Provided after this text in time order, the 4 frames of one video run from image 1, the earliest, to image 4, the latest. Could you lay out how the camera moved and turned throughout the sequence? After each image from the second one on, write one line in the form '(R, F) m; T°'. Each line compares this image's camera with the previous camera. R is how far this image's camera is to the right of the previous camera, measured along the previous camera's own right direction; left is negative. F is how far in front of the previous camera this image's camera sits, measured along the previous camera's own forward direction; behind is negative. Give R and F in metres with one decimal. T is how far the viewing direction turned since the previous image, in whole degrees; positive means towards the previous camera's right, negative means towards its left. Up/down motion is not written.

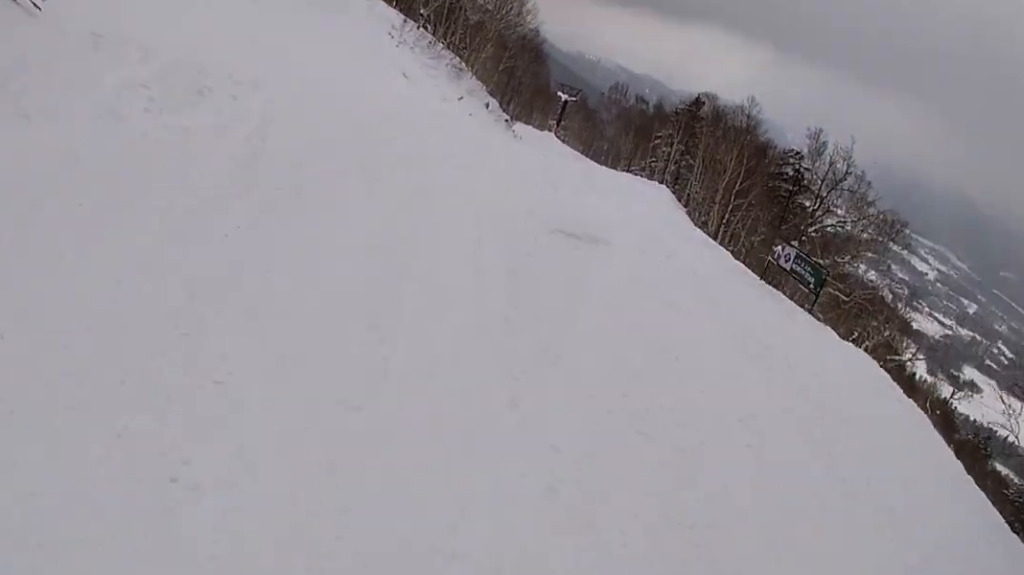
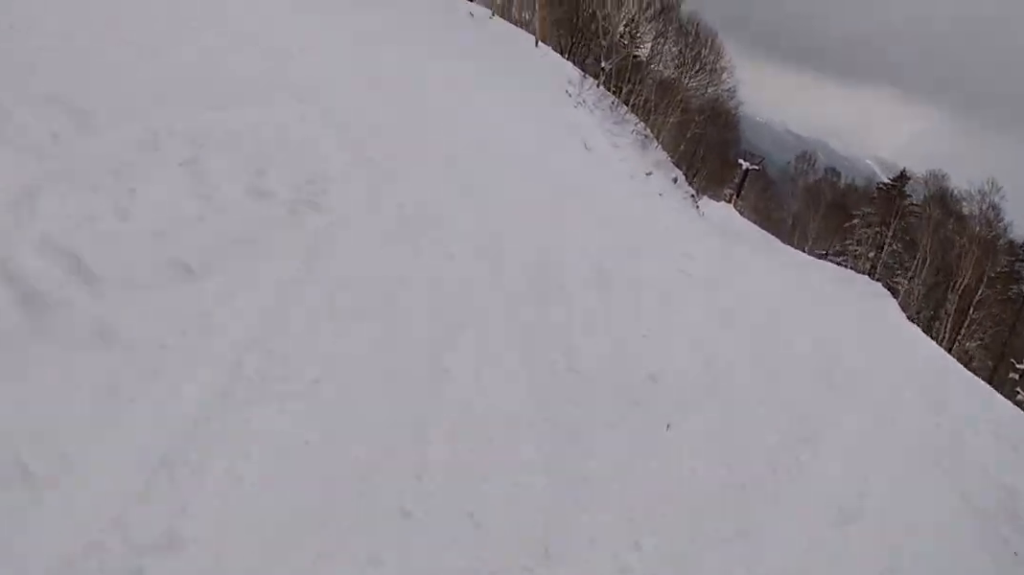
(-0.7, +5.3) m; -17°
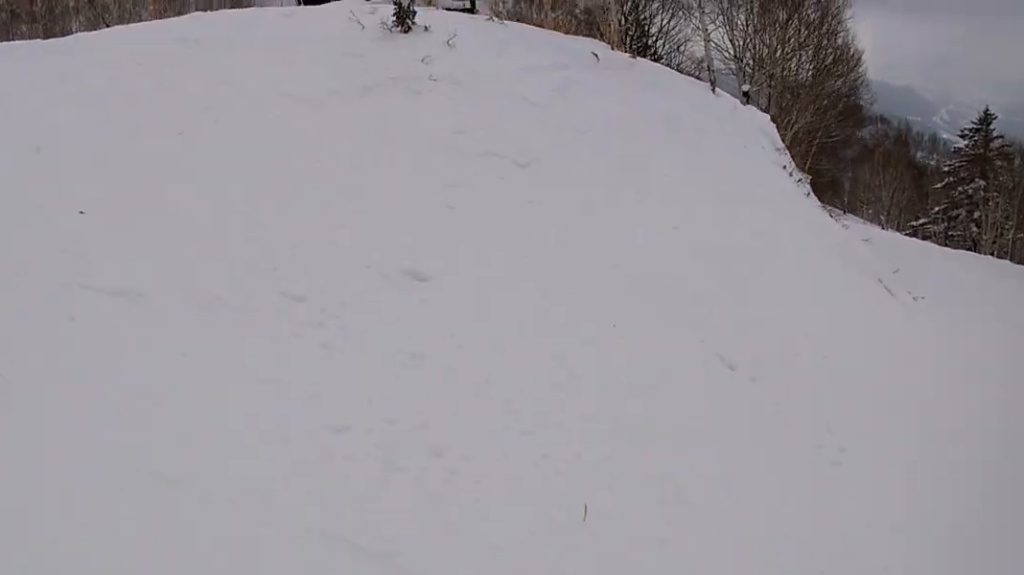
(-1.6, +10.2) m; -1°
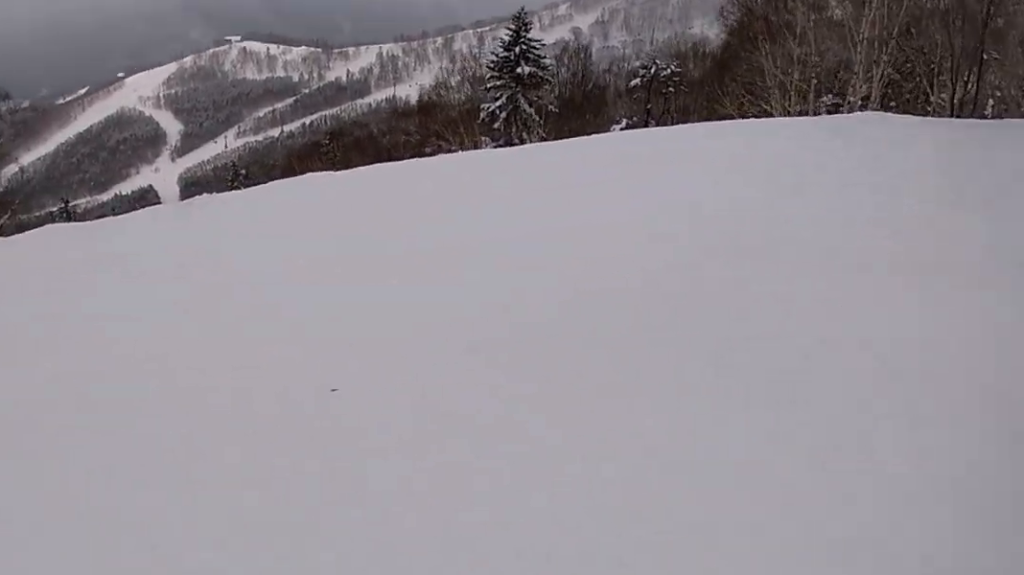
(+9.4, +2.1) m; +88°
